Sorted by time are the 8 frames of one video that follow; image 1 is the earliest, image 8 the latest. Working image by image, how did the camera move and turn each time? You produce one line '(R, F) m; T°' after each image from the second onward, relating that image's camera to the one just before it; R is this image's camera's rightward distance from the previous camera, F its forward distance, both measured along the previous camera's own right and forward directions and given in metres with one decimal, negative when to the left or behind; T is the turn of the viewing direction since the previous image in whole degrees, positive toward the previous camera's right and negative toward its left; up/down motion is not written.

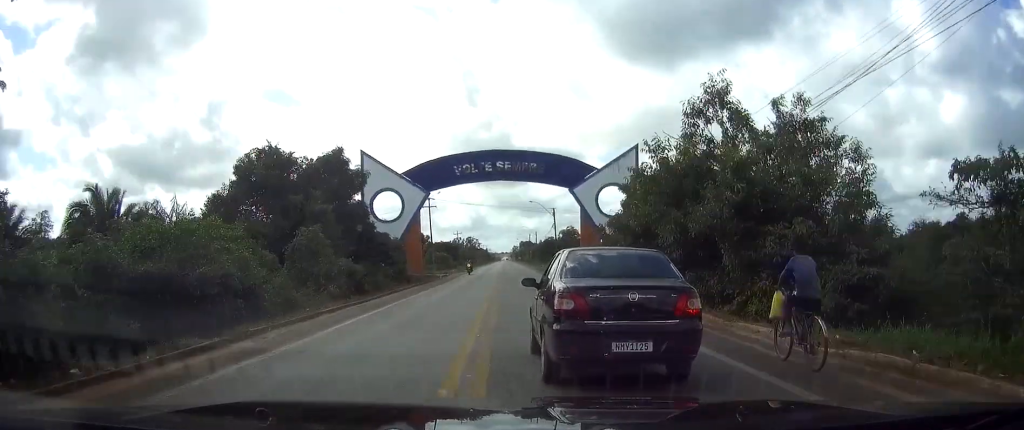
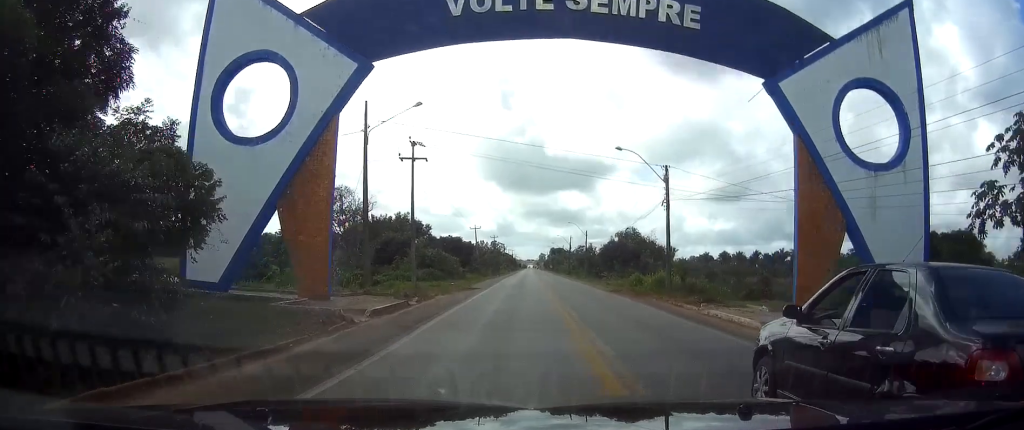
(-0.5, +43.2) m; -2°
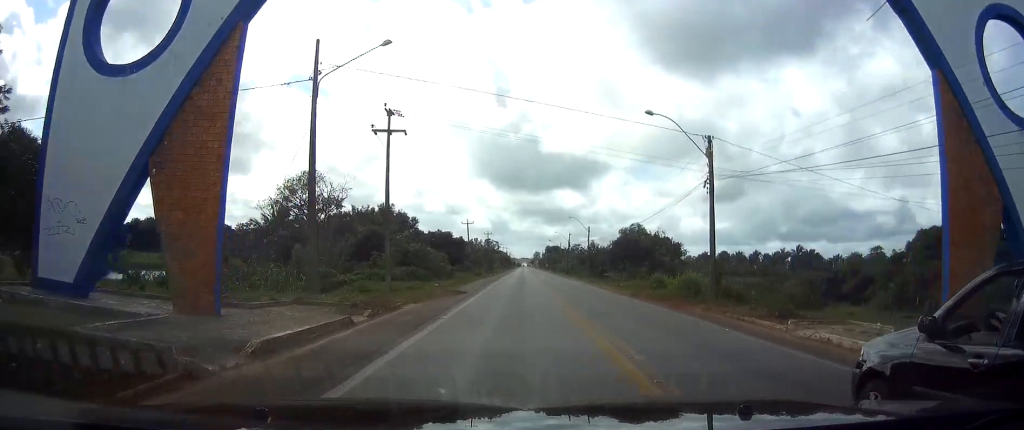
(0.0, +8.7) m; -1°
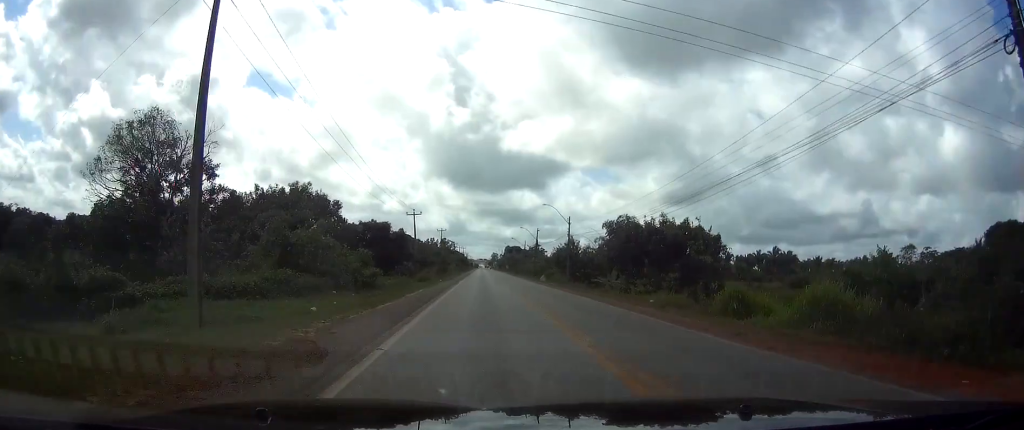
(-0.1, +20.6) m; +2°
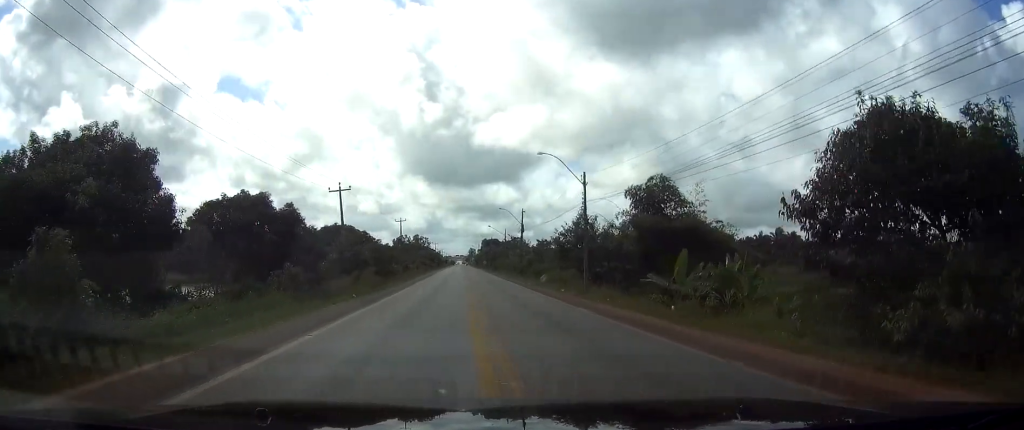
(+1.1, +28.7) m; +2°
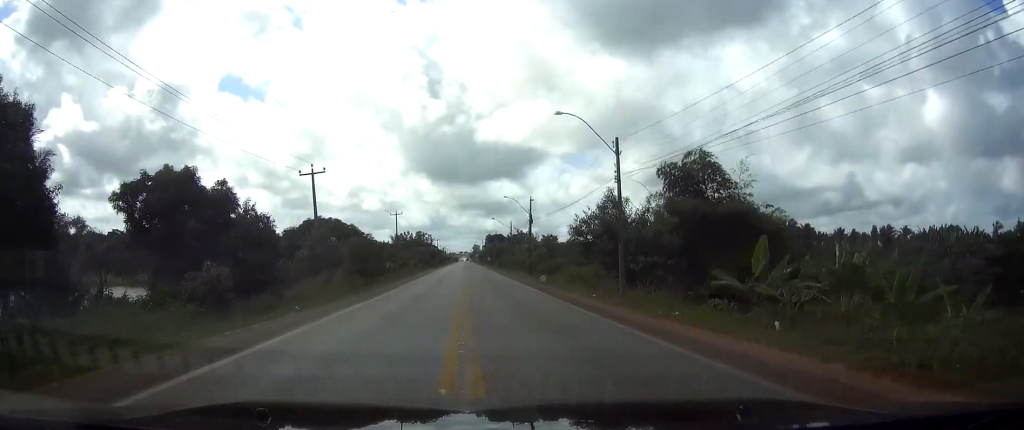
(0.0, +10.0) m; 0°
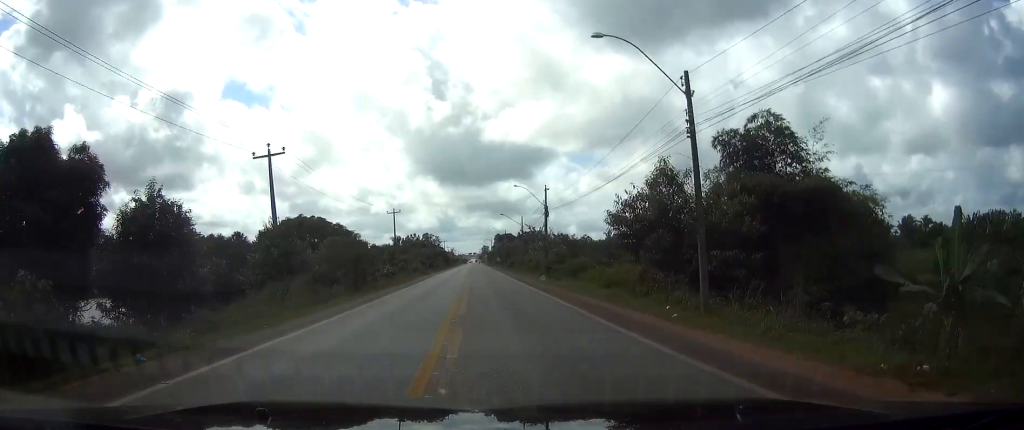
(0.0, +10.4) m; 0°
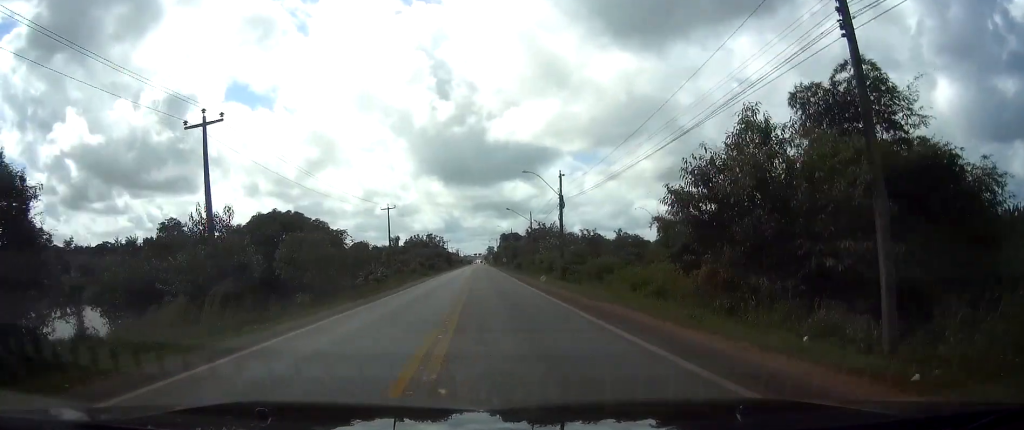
(0.0, +9.6) m; 0°
